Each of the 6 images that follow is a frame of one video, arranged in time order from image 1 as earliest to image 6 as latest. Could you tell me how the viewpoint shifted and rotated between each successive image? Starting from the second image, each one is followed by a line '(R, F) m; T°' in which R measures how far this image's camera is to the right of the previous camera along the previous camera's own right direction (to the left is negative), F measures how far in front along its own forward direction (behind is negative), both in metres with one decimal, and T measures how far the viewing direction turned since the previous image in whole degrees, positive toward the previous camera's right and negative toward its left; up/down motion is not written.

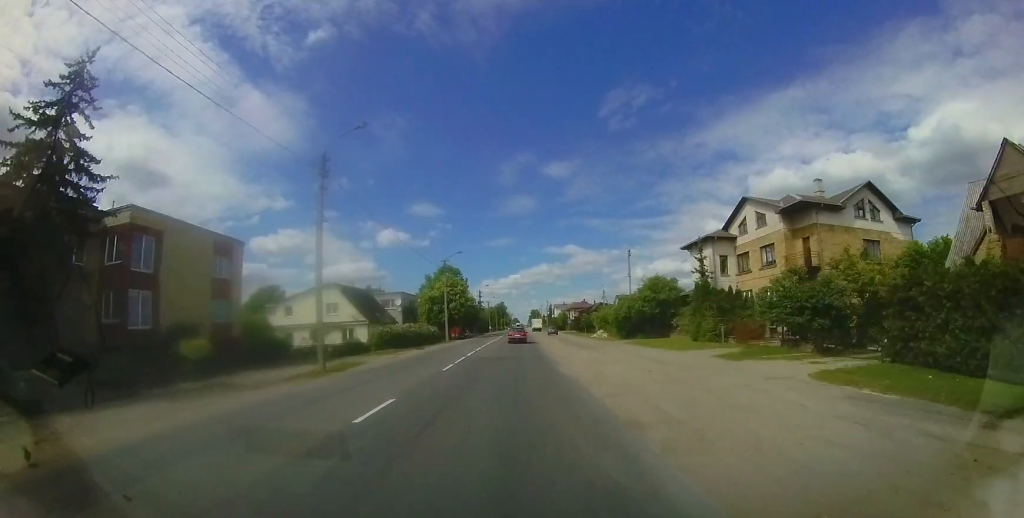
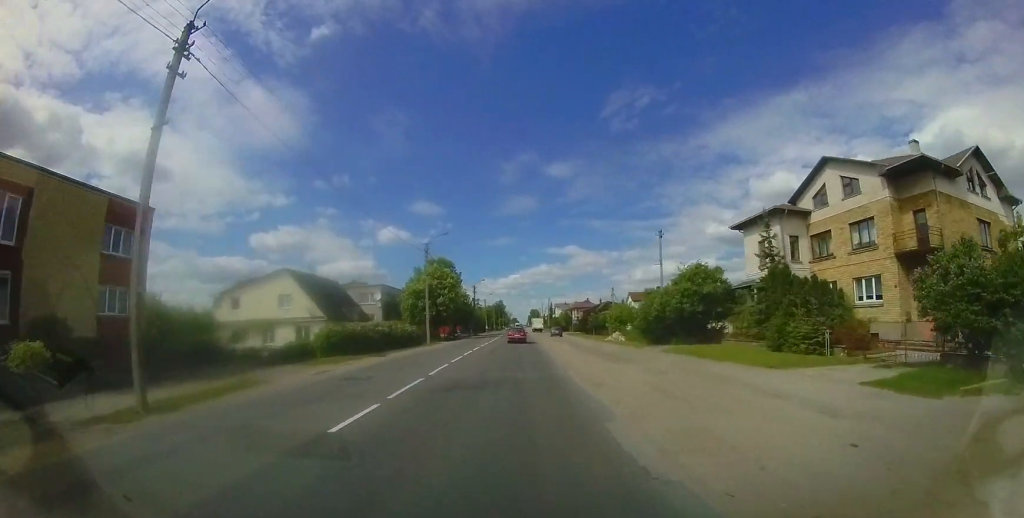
(+0.2, +8.5) m; +2°
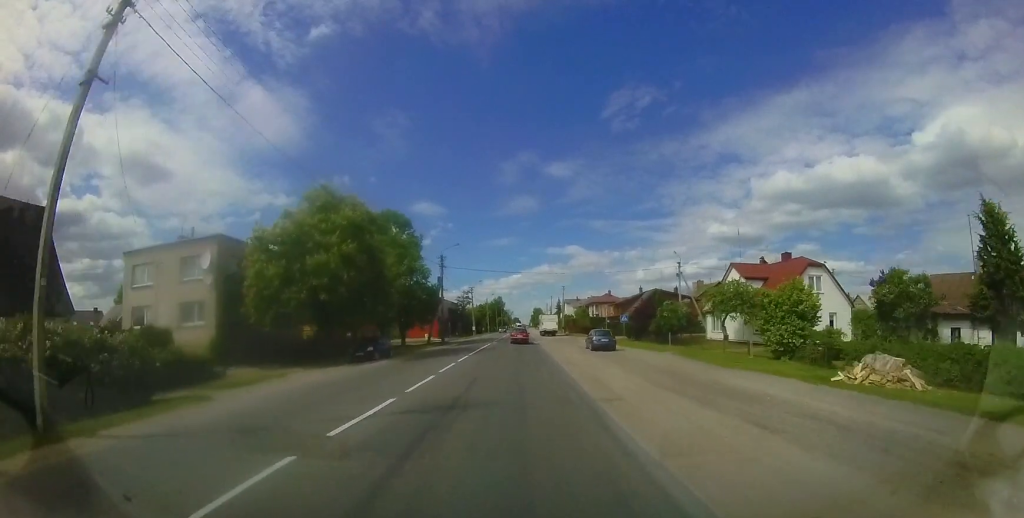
(+0.4, +30.7) m; -1°
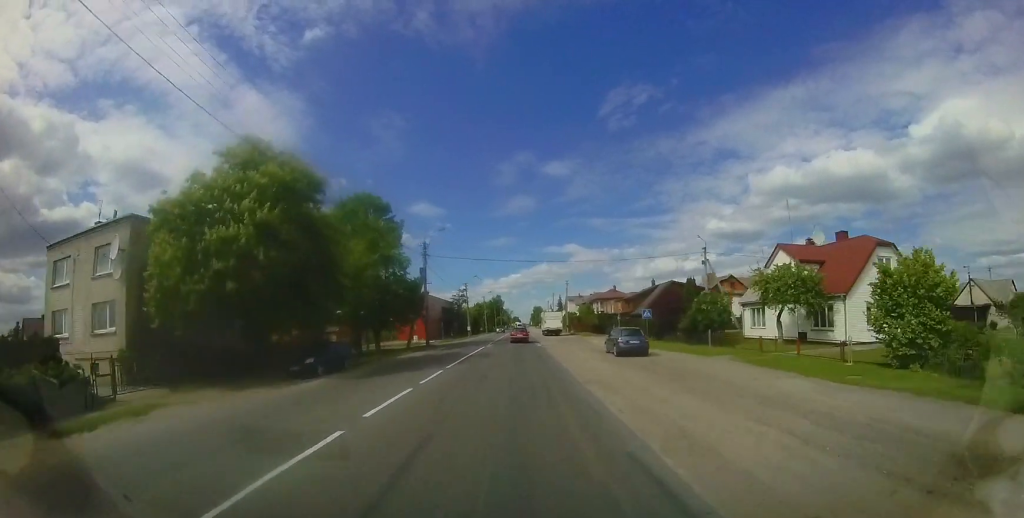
(0.0, +6.5) m; -1°
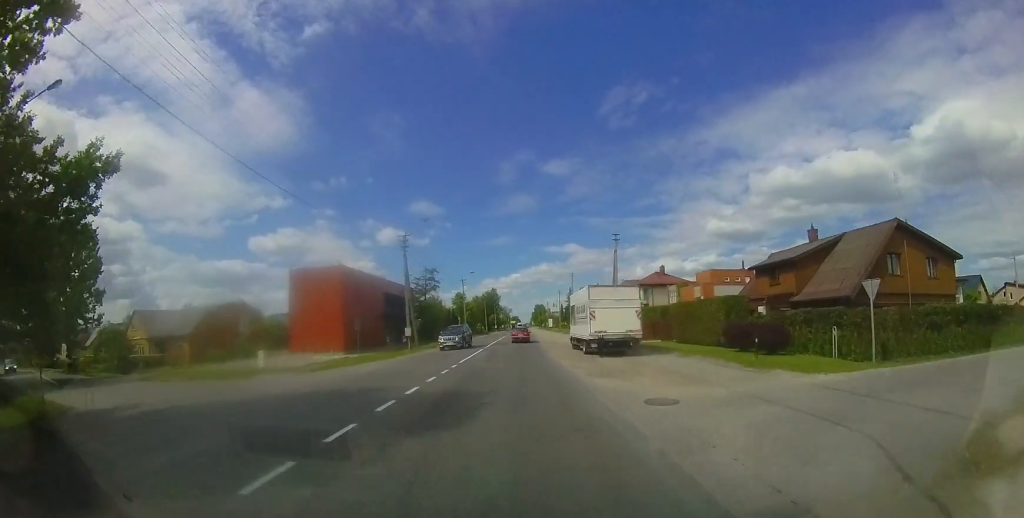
(-0.2, +33.1) m; 0°
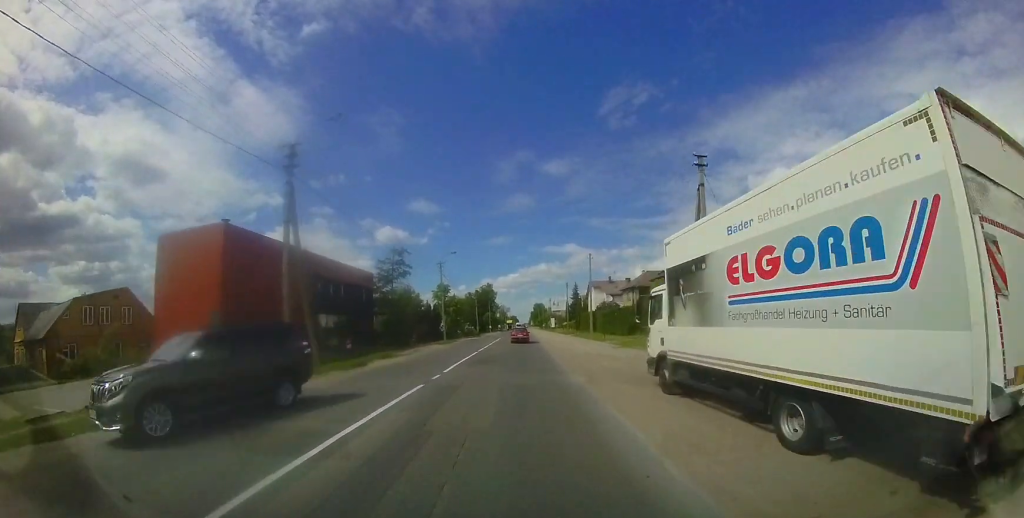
(-0.2, +15.5) m; 0°
